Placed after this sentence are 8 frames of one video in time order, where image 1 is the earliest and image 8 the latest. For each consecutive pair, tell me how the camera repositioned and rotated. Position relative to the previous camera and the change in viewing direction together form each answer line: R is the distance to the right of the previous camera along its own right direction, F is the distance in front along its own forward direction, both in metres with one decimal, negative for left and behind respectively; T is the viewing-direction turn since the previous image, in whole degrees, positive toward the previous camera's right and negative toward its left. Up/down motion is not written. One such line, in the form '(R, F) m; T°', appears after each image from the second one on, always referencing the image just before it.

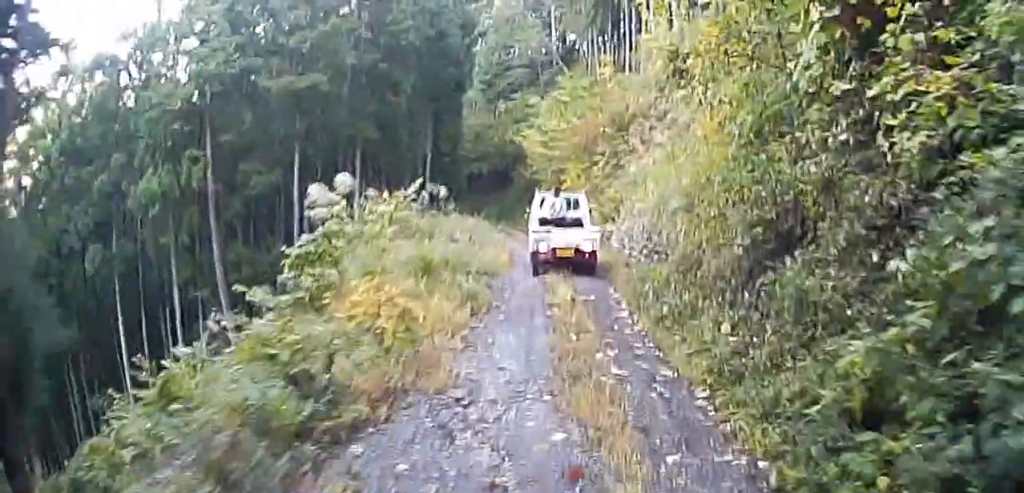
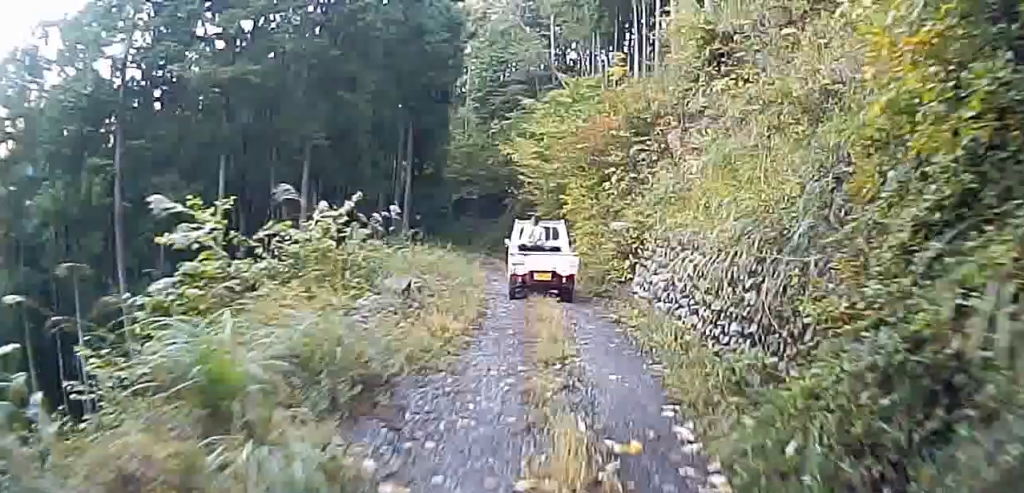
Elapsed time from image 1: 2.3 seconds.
(+0.5, +7.7) m; +15°
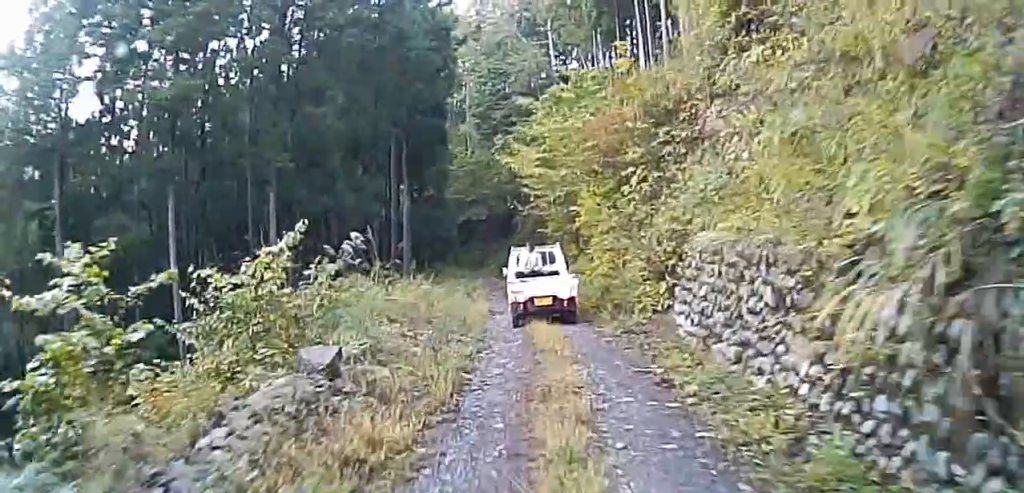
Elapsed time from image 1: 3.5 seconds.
(+0.4, +4.7) m; -1°
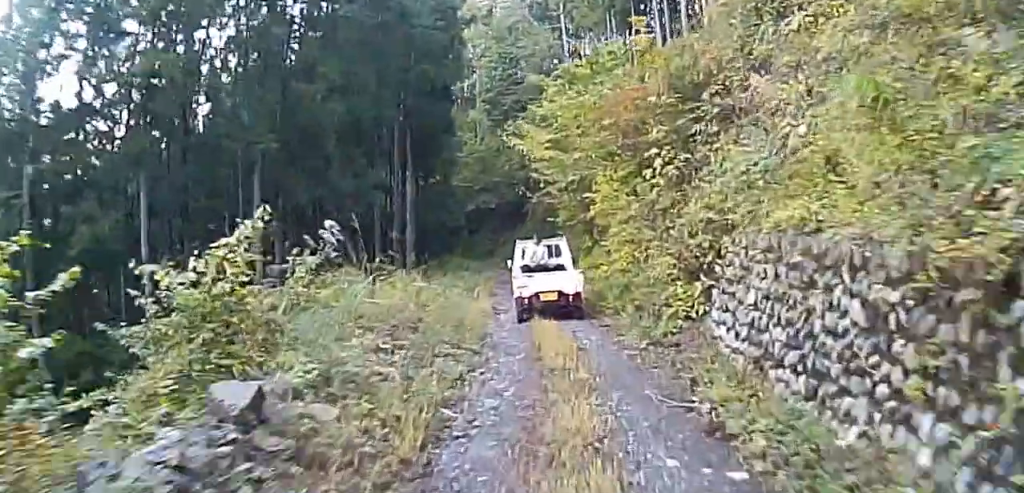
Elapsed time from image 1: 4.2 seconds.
(-0.1, +2.5) m; -7°
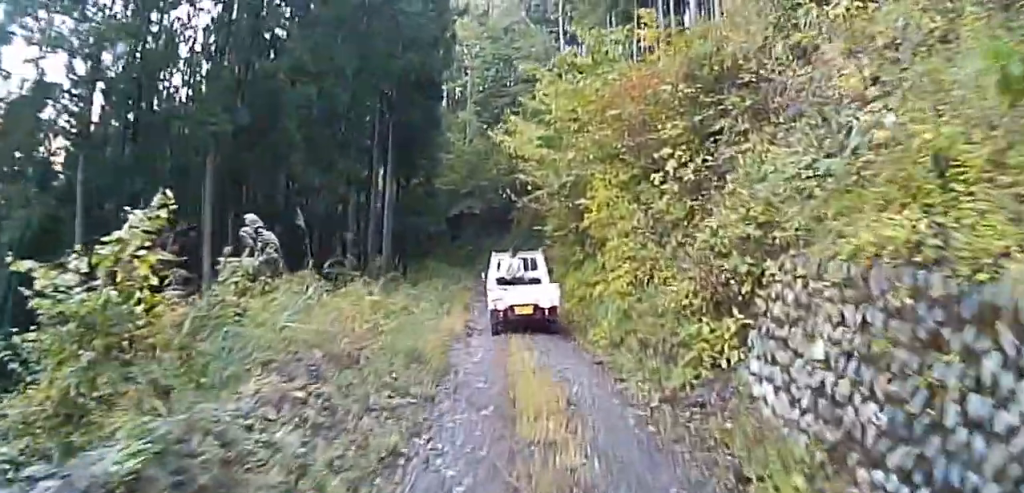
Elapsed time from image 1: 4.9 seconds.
(-0.2, +3.0) m; -12°
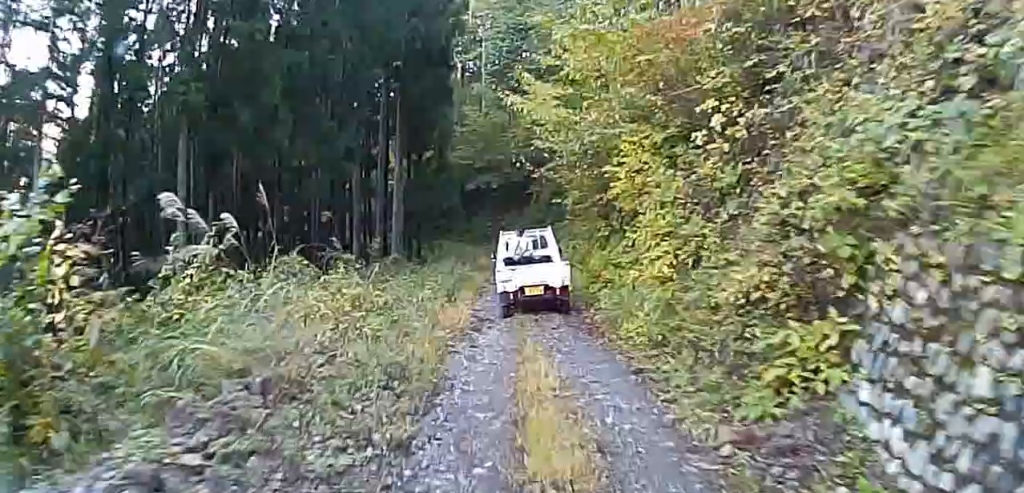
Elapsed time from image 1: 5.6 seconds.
(-0.4, +2.4) m; +1°
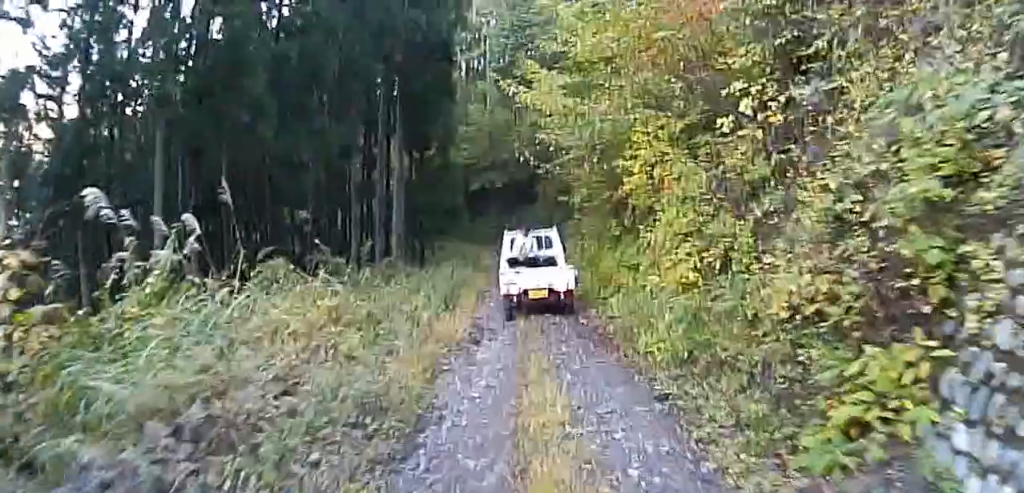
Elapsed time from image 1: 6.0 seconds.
(-0.5, +1.5) m; +3°
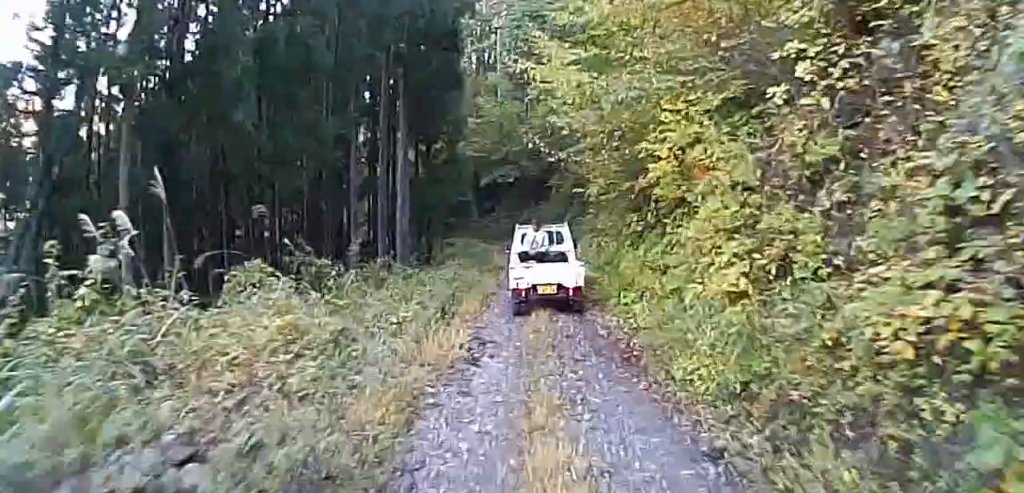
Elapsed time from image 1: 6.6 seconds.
(+0.6, +2.4) m; +10°
